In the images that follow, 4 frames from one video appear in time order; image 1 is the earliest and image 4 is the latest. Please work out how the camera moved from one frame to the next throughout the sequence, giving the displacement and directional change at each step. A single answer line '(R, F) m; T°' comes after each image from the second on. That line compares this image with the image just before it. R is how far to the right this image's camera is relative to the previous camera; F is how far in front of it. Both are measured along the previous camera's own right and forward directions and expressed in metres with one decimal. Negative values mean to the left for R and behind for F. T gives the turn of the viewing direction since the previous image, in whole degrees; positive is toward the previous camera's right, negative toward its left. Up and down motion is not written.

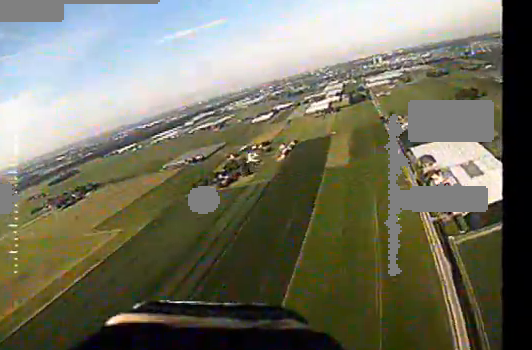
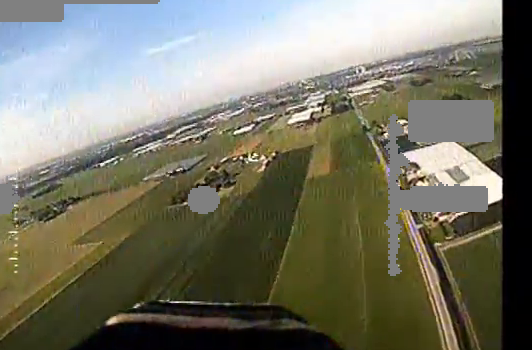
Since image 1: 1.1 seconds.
(0.0, +7.1) m; +2°
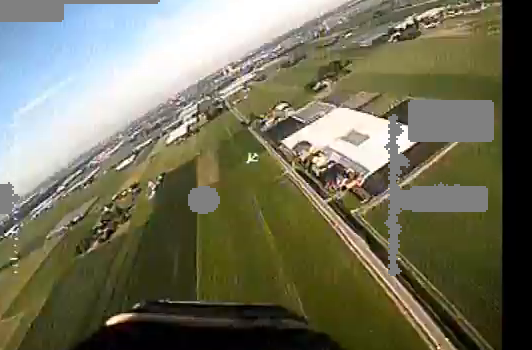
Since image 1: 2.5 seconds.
(+2.0, +9.3) m; +26°
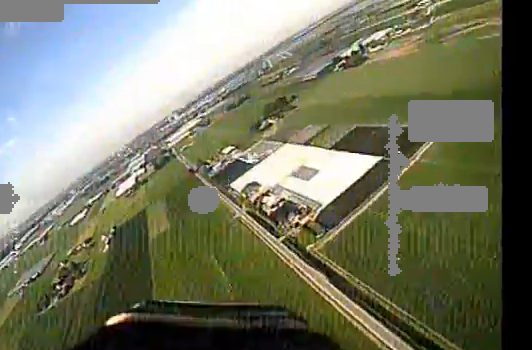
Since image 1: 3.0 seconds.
(+0.6, +4.2) m; +9°
